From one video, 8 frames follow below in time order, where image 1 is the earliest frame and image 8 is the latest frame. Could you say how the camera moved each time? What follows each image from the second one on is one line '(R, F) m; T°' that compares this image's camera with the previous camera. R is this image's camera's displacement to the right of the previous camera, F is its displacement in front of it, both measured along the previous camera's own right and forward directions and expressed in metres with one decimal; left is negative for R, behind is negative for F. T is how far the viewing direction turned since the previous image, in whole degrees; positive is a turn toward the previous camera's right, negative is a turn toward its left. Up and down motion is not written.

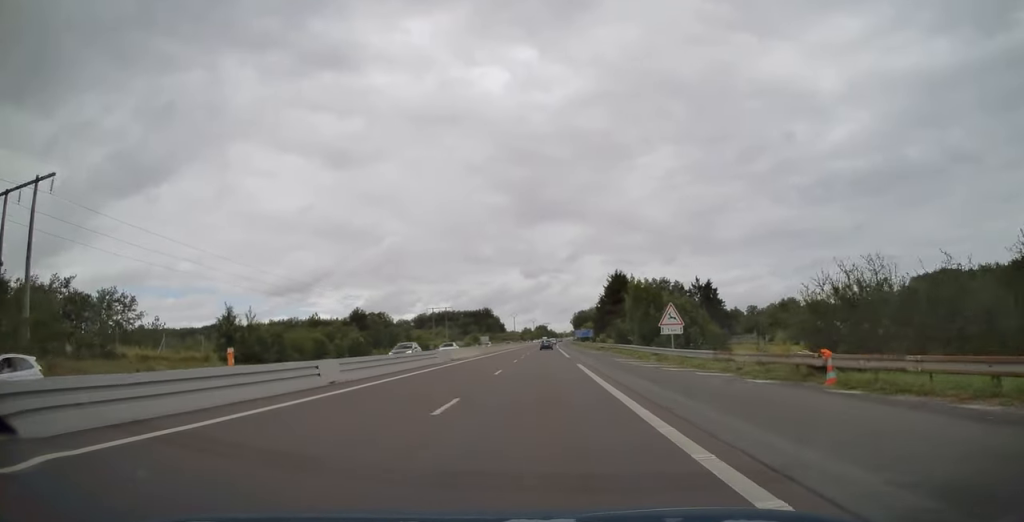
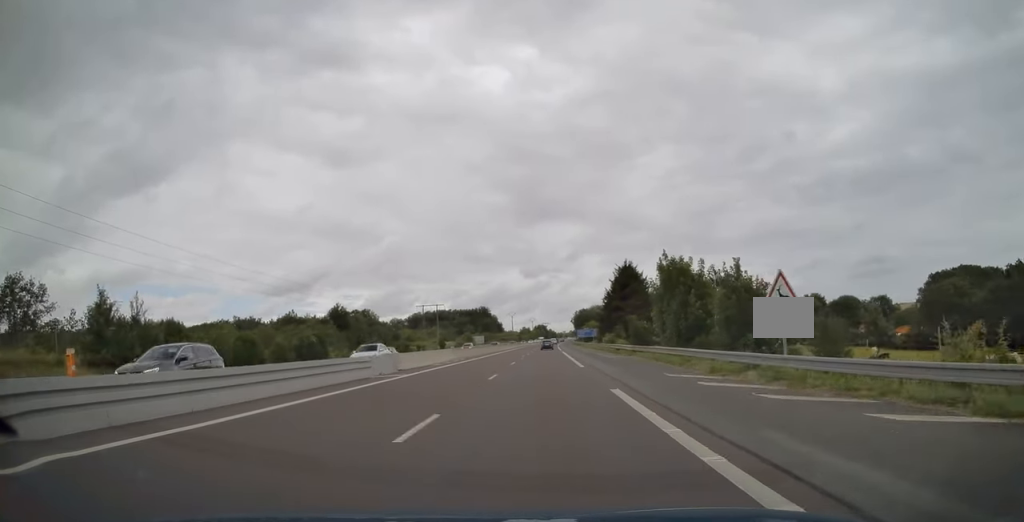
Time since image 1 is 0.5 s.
(0.0, +16.1) m; 0°
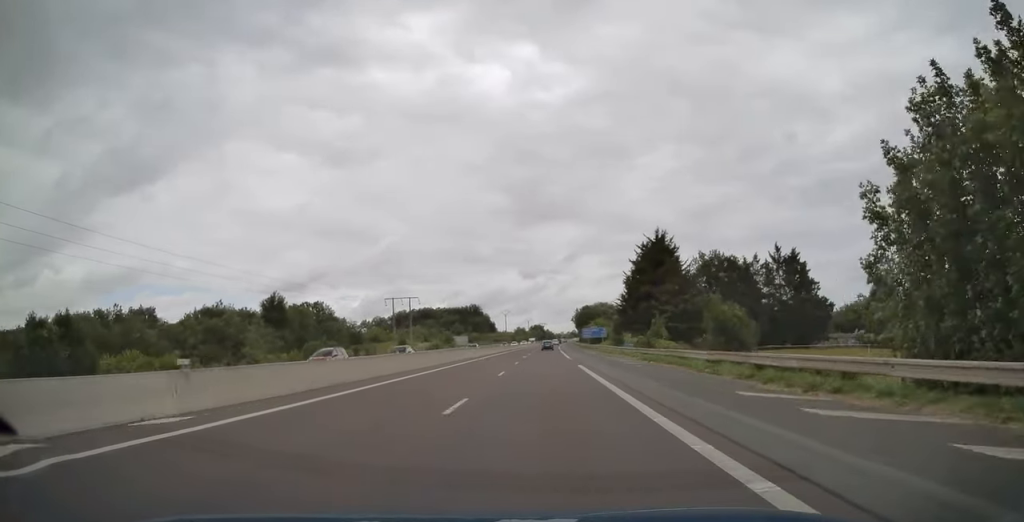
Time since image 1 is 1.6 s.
(0.0, +35.9) m; 0°
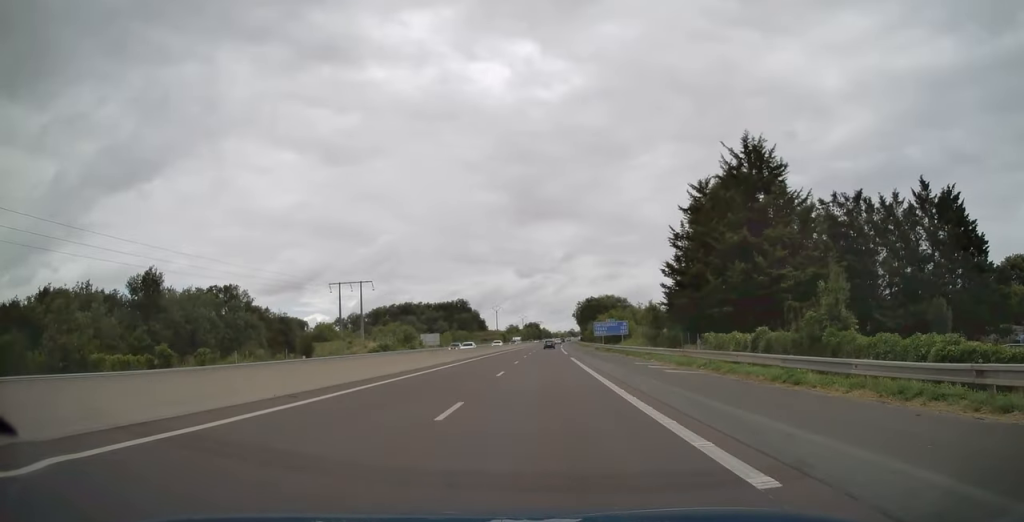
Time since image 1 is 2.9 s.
(+0.1, +40.2) m; 0°
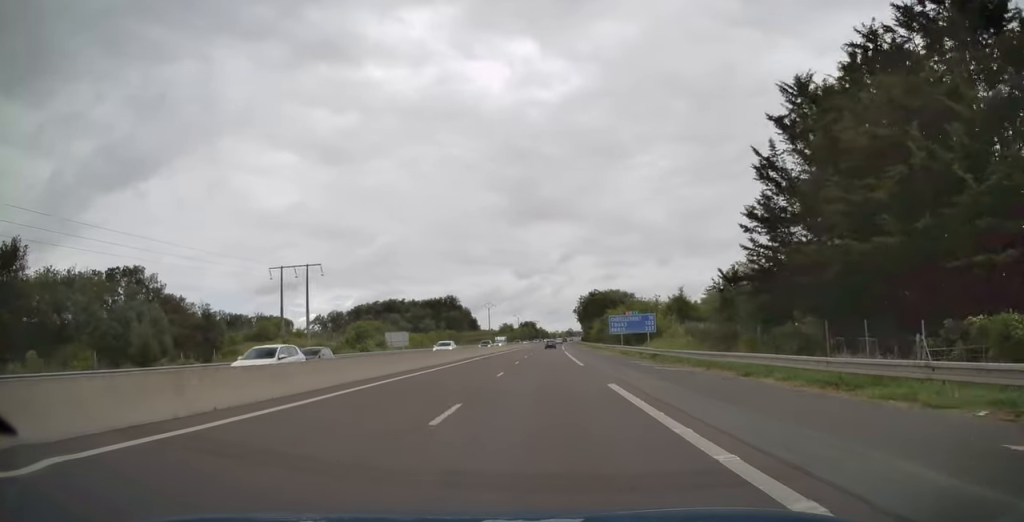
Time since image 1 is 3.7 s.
(+0.1, +26.8) m; 0°
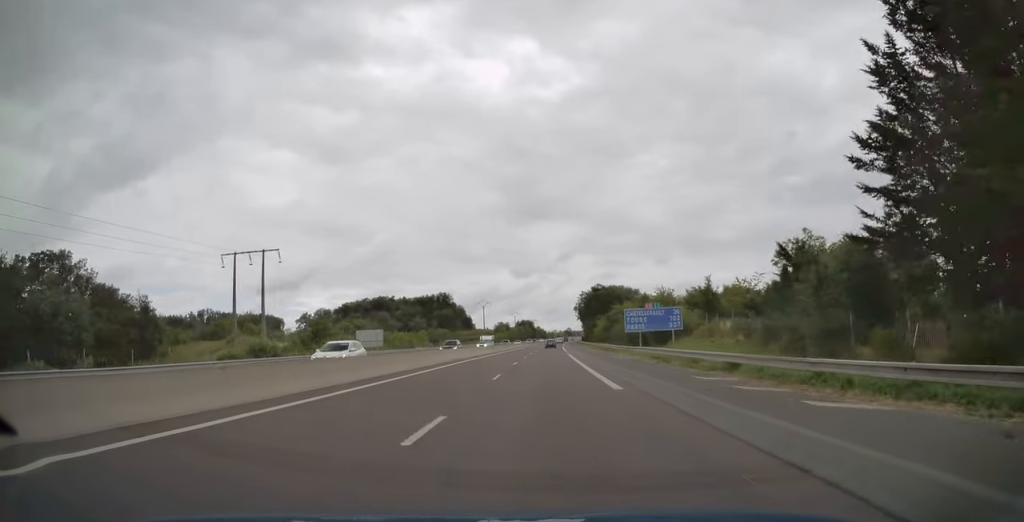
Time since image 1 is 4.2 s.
(0.0, +15.0) m; 0°
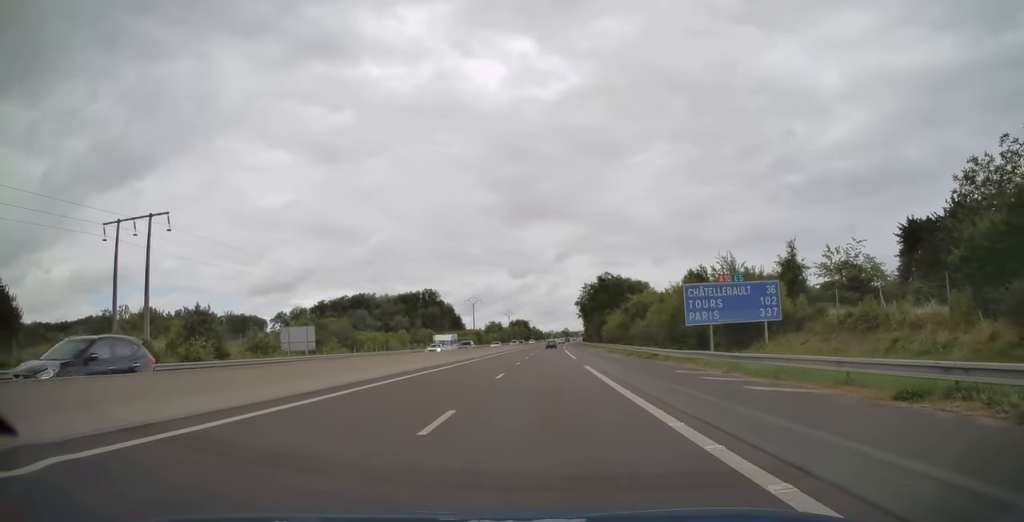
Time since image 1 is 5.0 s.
(0.0, +25.3) m; 0°
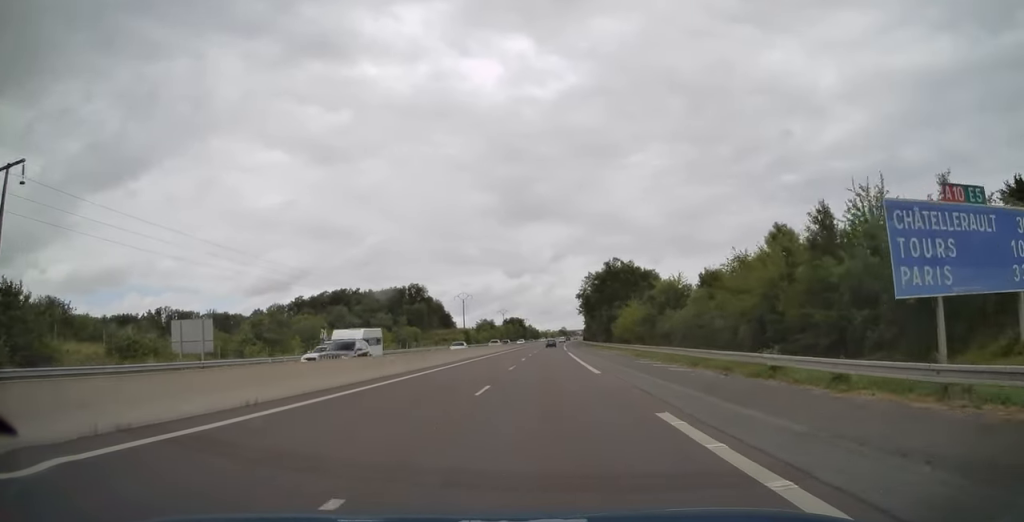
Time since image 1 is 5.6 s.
(+0.1, +19.9) m; 0°
